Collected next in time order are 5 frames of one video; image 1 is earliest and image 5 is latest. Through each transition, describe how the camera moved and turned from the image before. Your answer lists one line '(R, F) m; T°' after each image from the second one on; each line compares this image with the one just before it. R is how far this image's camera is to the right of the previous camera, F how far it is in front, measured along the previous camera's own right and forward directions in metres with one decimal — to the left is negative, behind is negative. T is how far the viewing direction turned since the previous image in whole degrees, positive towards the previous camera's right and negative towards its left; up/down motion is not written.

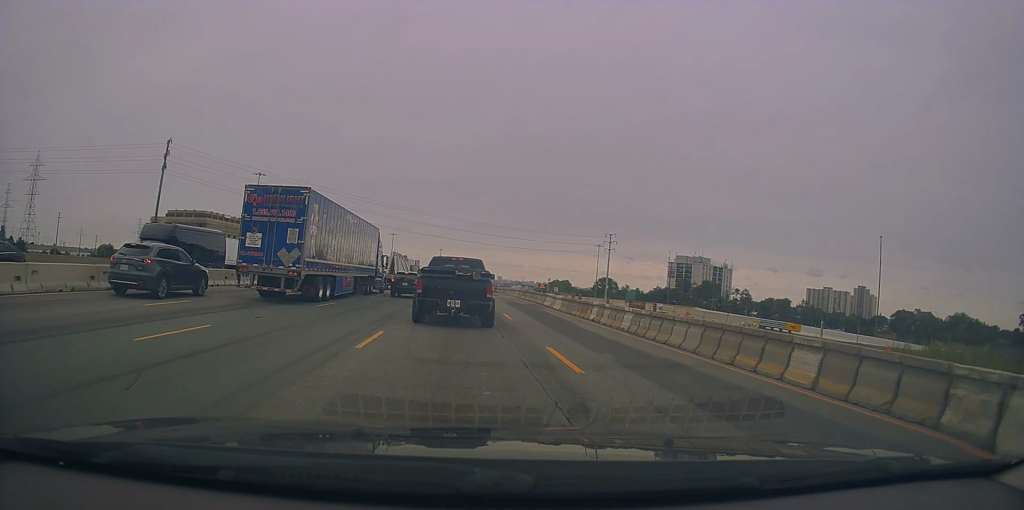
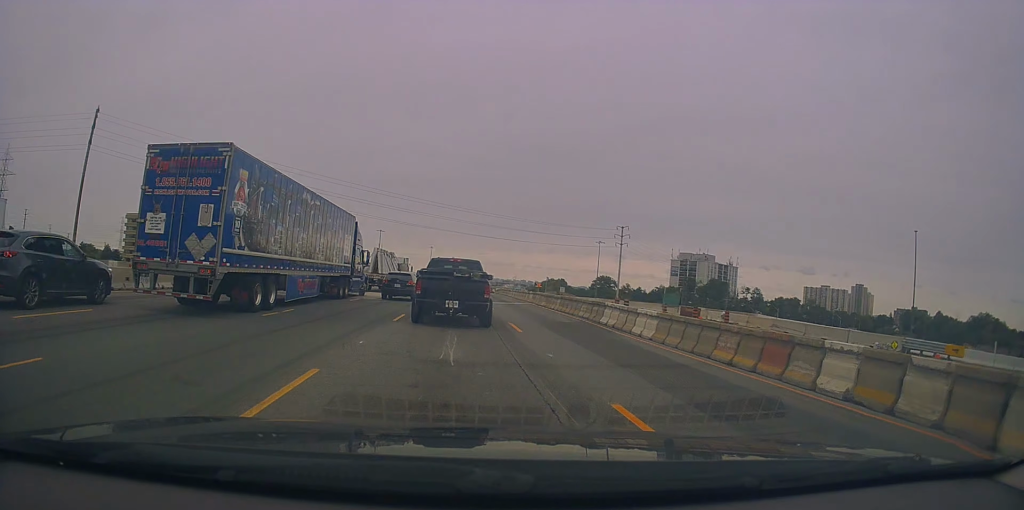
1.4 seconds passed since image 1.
(+0.3, +17.3) m; 0°
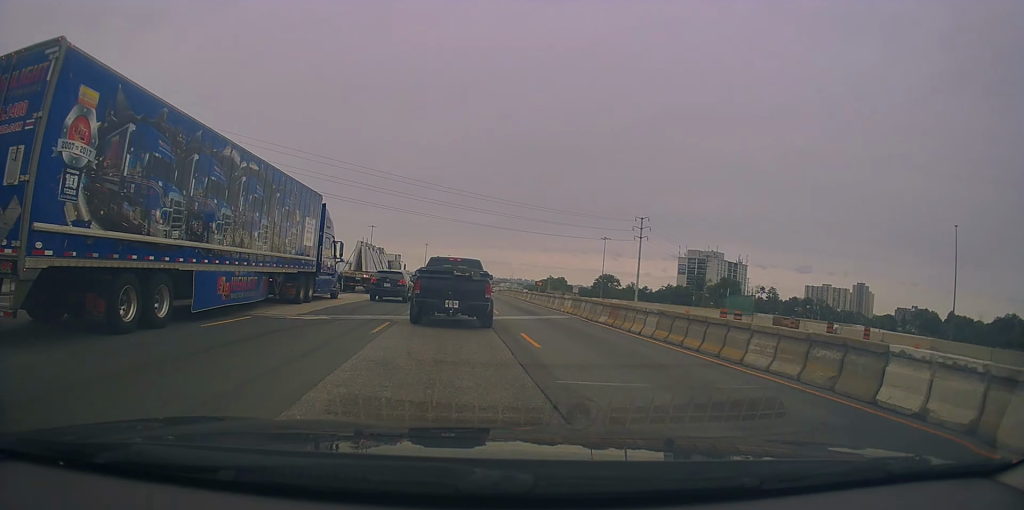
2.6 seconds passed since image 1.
(+0.1, +15.5) m; +1°
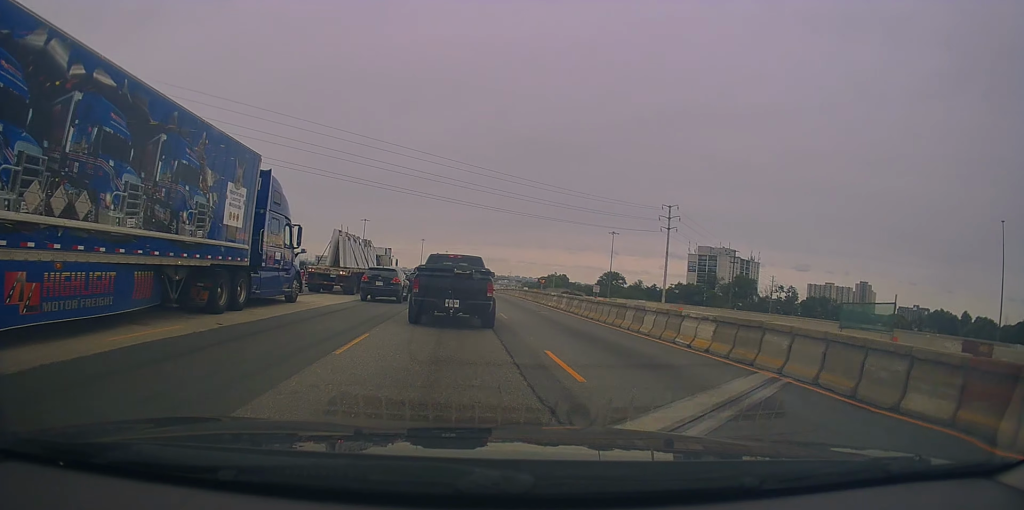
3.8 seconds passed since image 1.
(0.0, +15.6) m; 0°
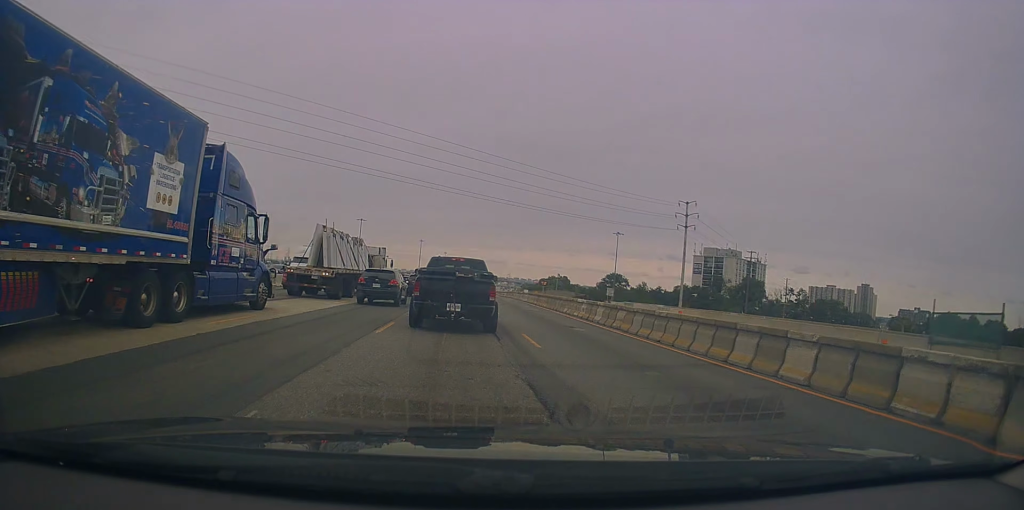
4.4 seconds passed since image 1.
(0.0, +7.7) m; -2°
